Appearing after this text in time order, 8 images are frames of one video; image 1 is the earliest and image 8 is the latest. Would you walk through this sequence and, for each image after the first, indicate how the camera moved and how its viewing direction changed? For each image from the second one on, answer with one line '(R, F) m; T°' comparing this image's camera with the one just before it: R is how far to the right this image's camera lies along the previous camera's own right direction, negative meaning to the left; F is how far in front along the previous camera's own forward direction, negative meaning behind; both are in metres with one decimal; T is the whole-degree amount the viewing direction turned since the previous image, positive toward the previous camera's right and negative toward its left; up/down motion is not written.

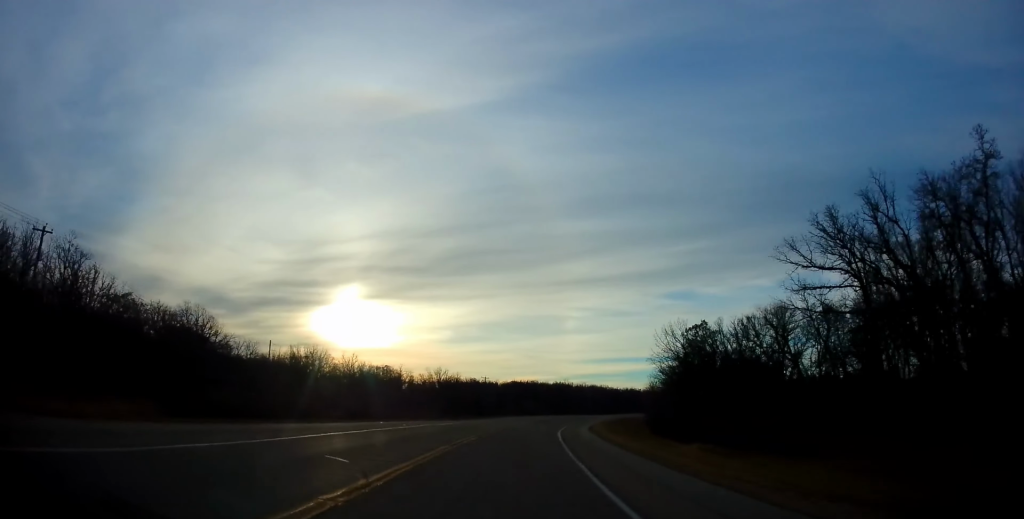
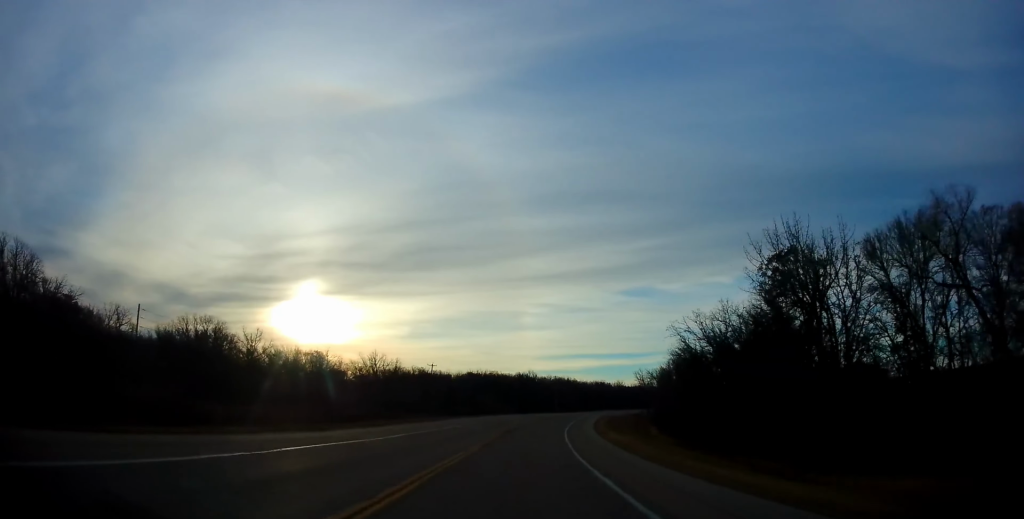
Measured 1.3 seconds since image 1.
(+0.9, +30.9) m; +3°
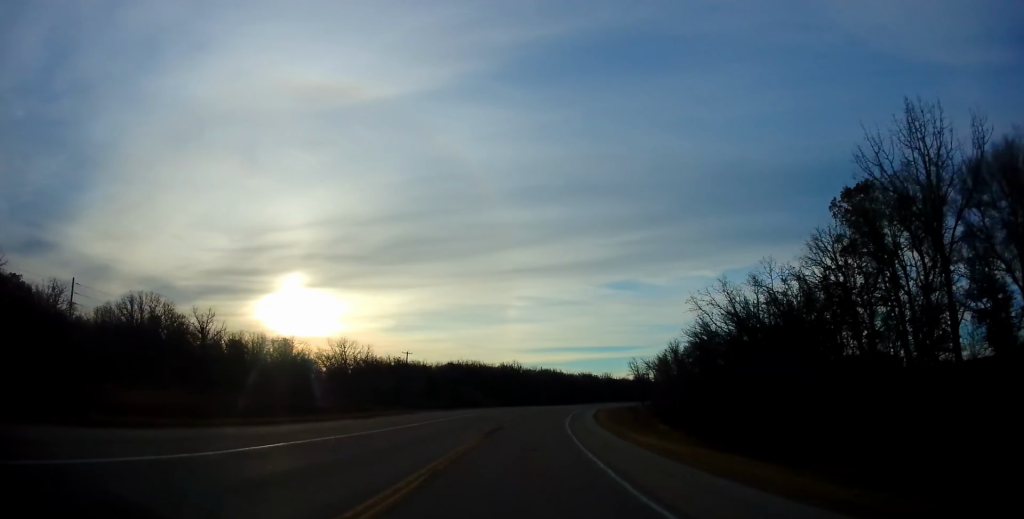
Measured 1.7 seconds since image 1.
(+0.2, +10.8) m; +2°
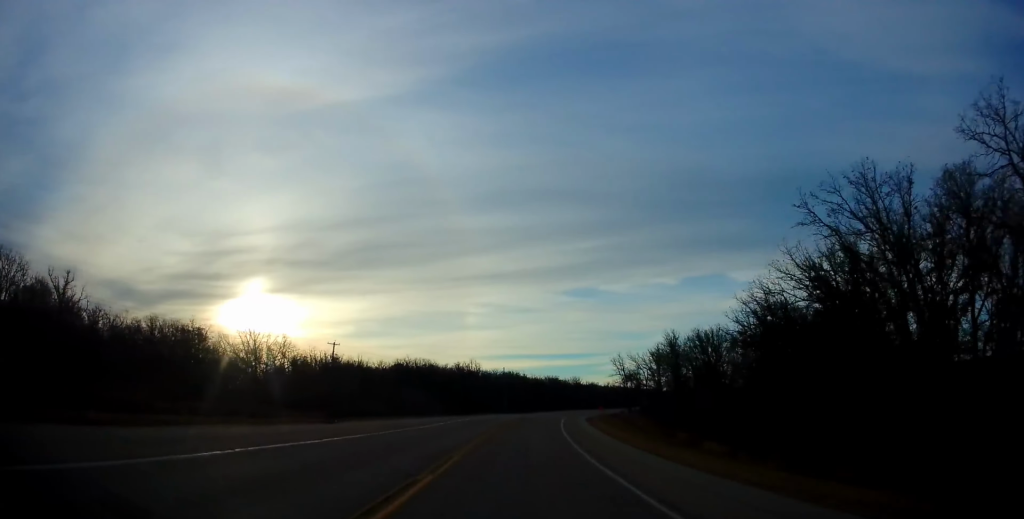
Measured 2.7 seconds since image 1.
(+0.6, +22.5) m; +4°
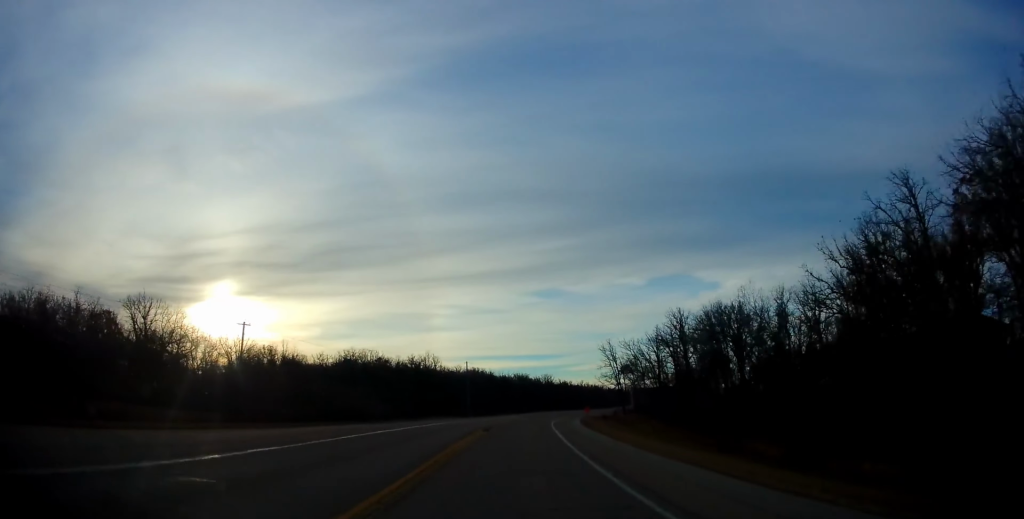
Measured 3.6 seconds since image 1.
(+0.5, +18.9) m; +3°
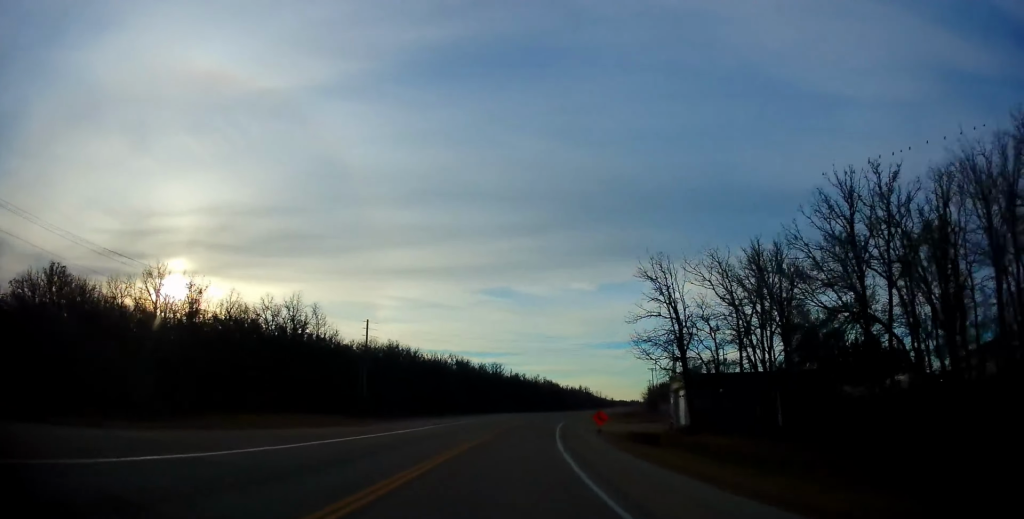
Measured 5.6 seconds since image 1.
(+2.6, +48.6) m; +6°
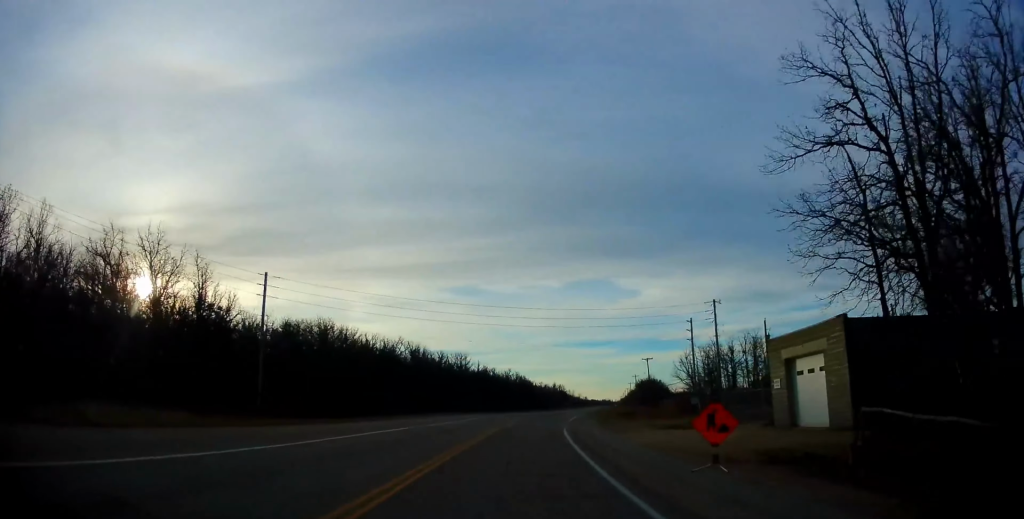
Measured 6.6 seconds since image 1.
(+0.9, +27.7) m; +4°
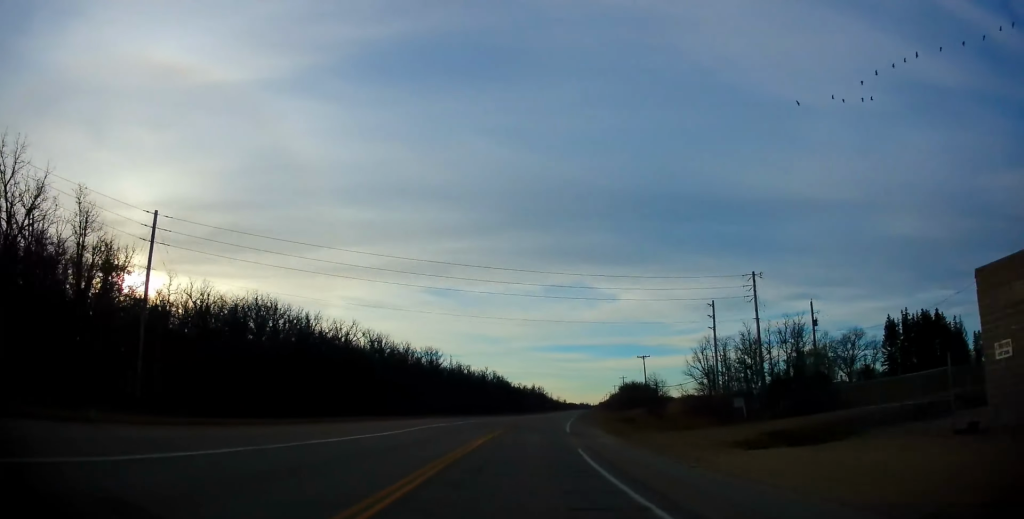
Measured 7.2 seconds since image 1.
(+0.2, +18.5) m; +2°
